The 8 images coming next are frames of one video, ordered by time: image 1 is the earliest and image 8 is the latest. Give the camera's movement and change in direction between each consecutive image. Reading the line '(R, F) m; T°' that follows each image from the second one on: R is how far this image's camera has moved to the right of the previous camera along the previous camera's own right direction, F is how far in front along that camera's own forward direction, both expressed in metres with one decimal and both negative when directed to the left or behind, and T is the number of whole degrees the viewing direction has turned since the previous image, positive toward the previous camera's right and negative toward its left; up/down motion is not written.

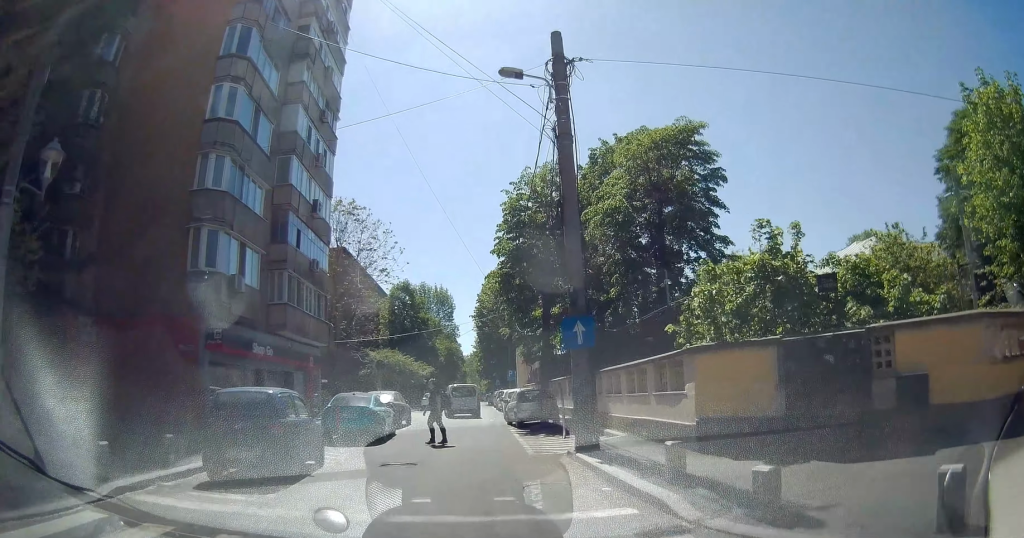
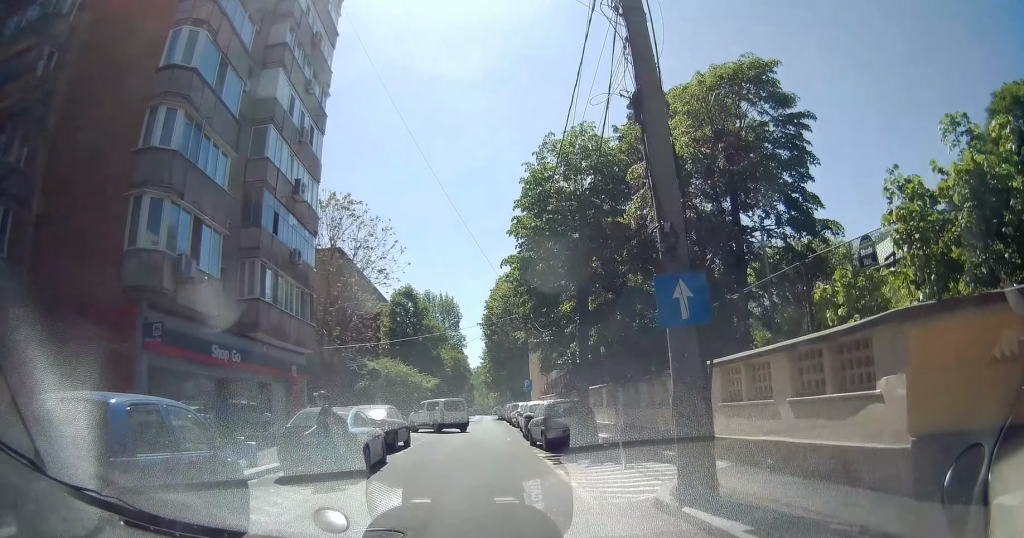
(-0.2, +6.0) m; 0°
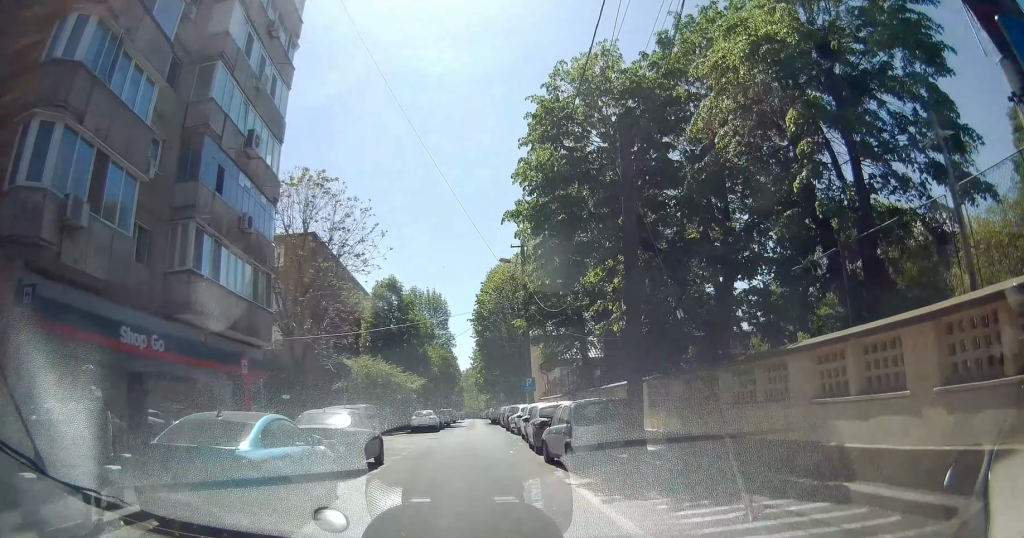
(+0.2, +5.9) m; +2°
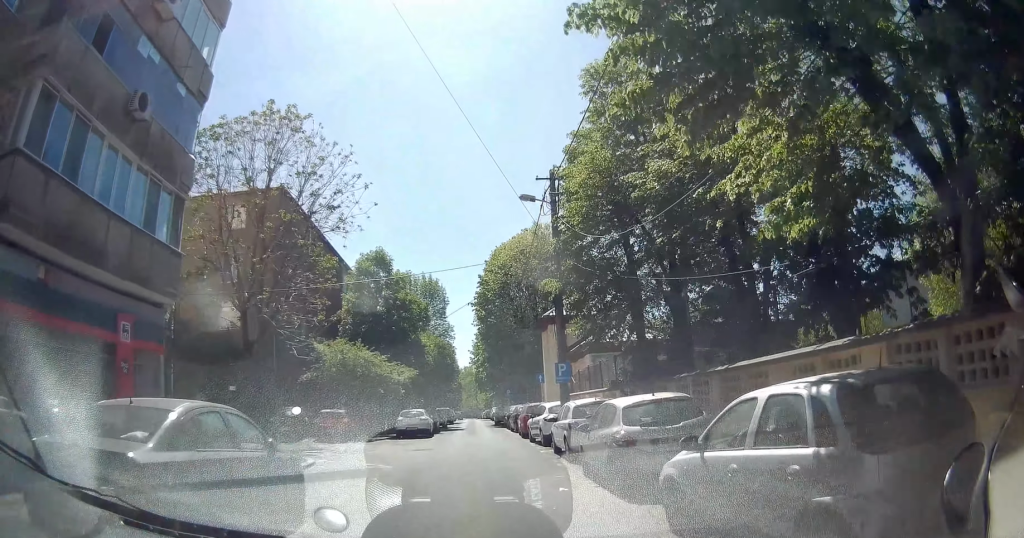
(+0.1, +8.5) m; +2°
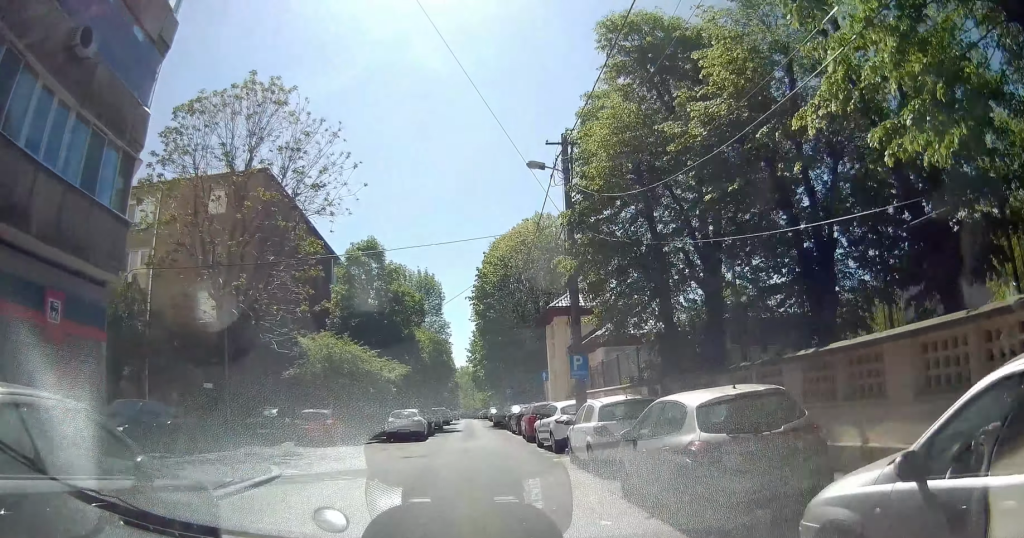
(+0.1, +2.7) m; +1°
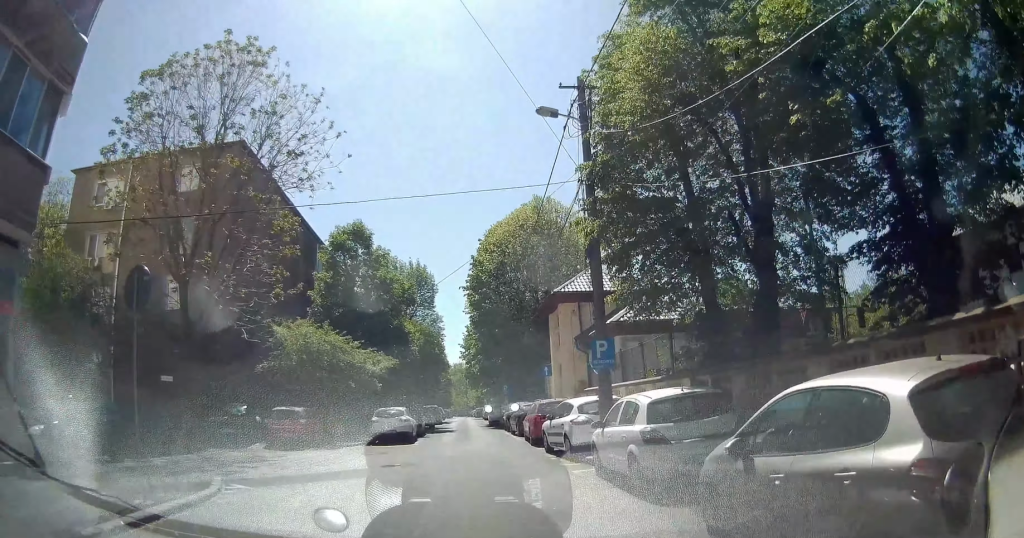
(0.0, +3.1) m; 0°
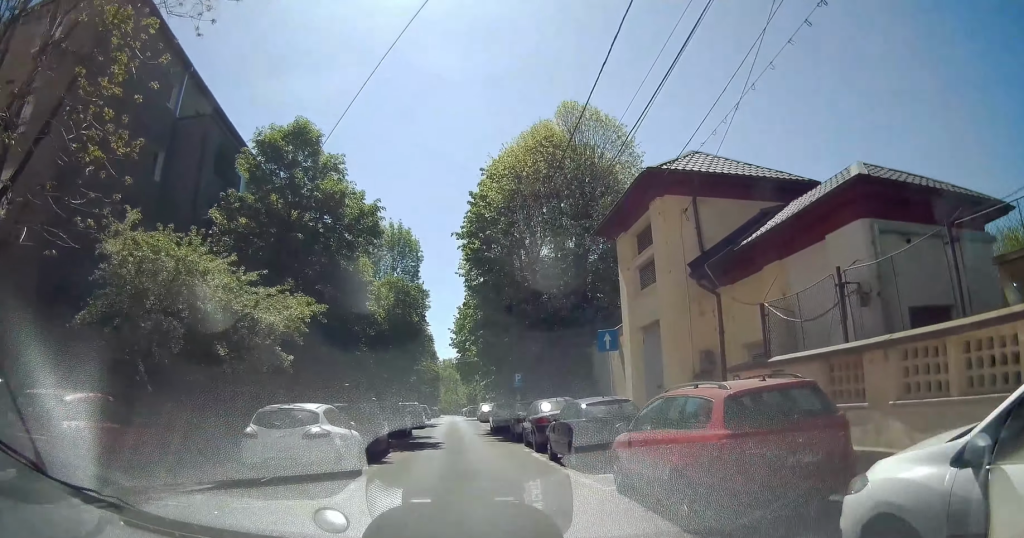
(-0.4, +13.4) m; 0°
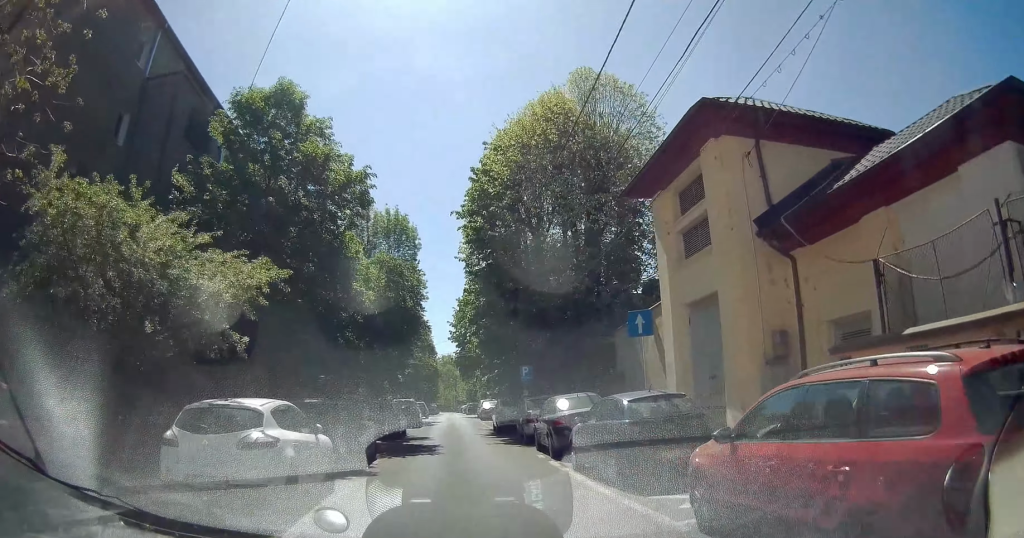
(+0.2, +3.2) m; +1°
